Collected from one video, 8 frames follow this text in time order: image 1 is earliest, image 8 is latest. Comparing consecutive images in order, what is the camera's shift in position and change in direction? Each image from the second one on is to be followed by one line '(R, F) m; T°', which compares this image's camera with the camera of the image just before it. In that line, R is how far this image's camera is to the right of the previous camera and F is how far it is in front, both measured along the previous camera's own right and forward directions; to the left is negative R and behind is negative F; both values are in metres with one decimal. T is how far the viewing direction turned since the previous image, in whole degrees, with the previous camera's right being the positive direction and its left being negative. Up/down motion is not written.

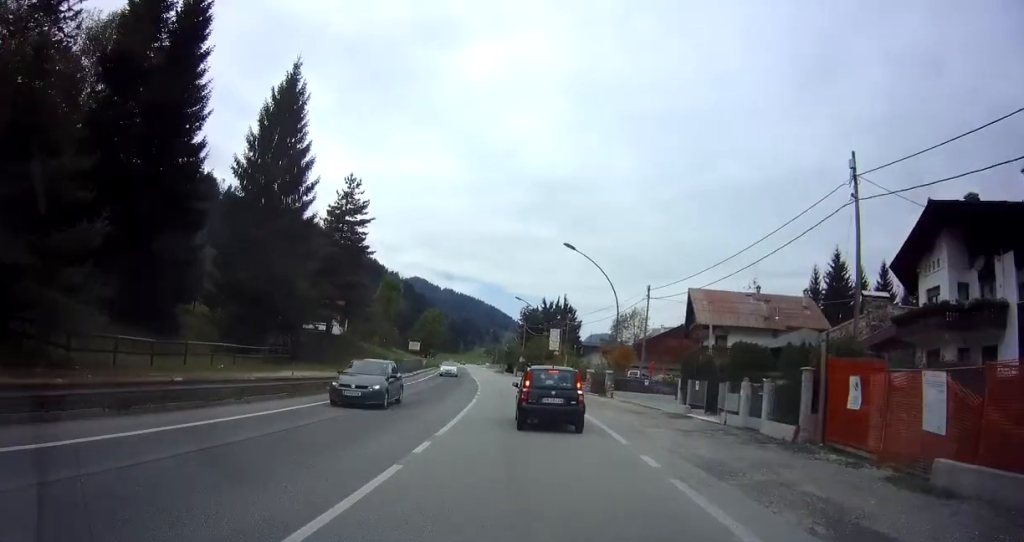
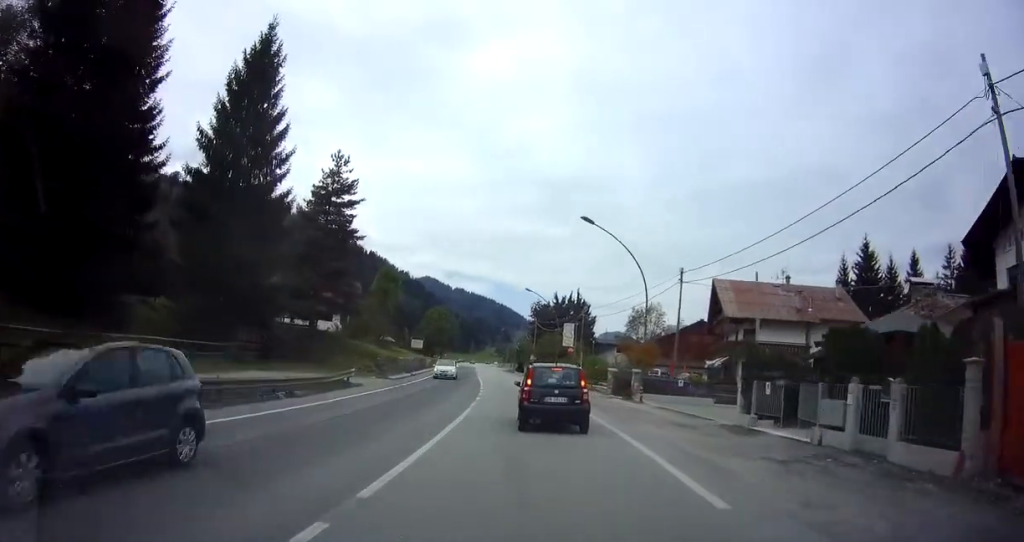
(0.0, +5.3) m; -1°
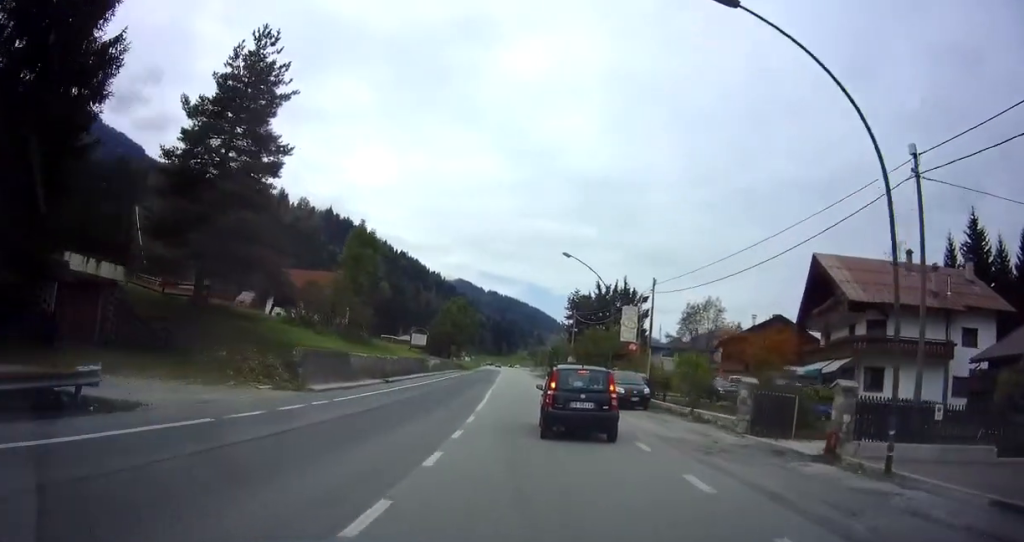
(-0.9, +17.8) m; -5°
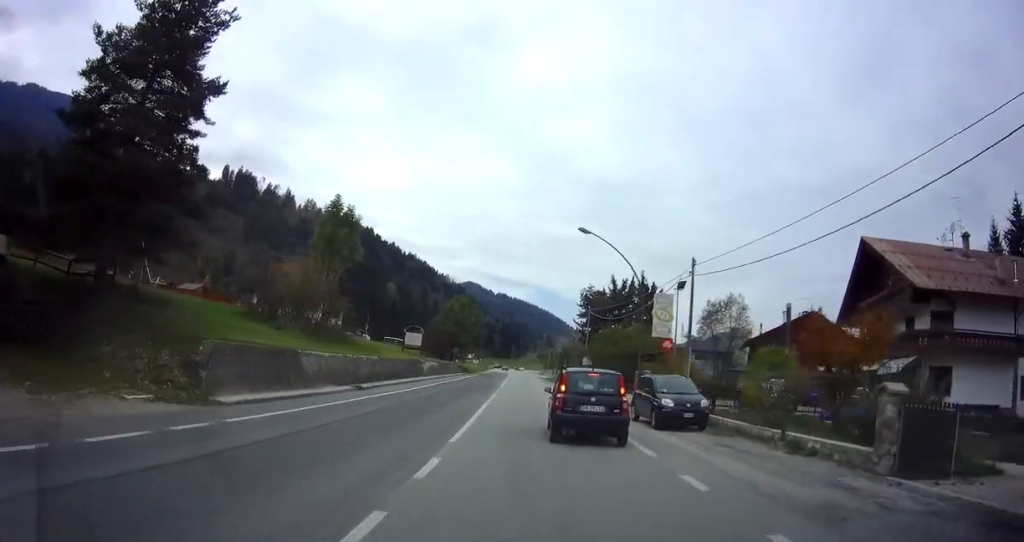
(-0.1, +7.1) m; -1°
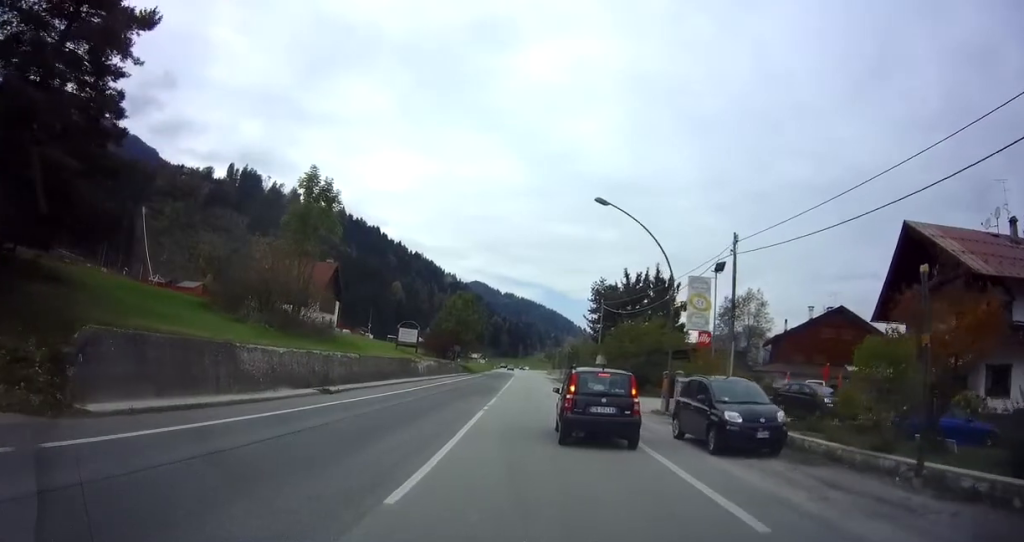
(0.0, +4.9) m; 0°
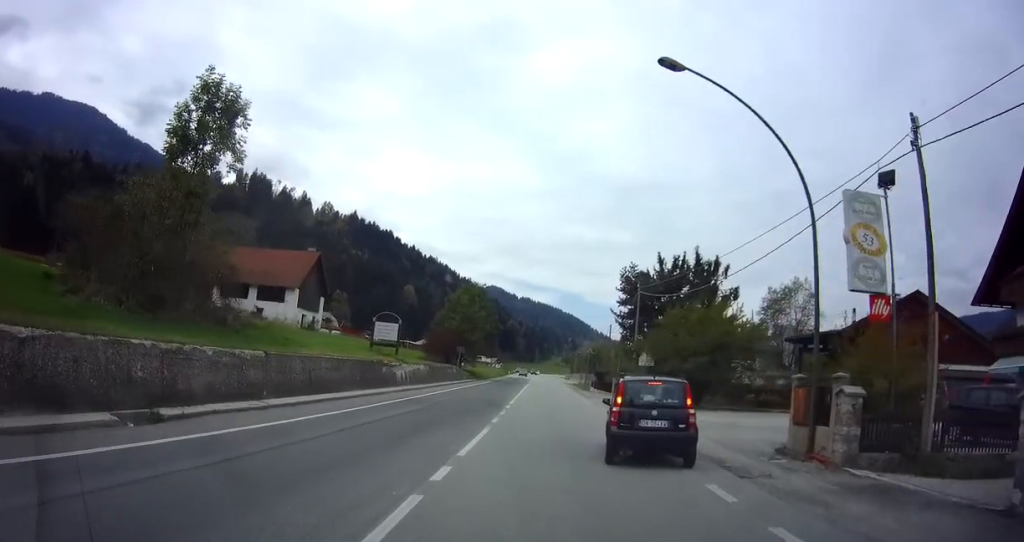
(+0.2, +11.1) m; -3°
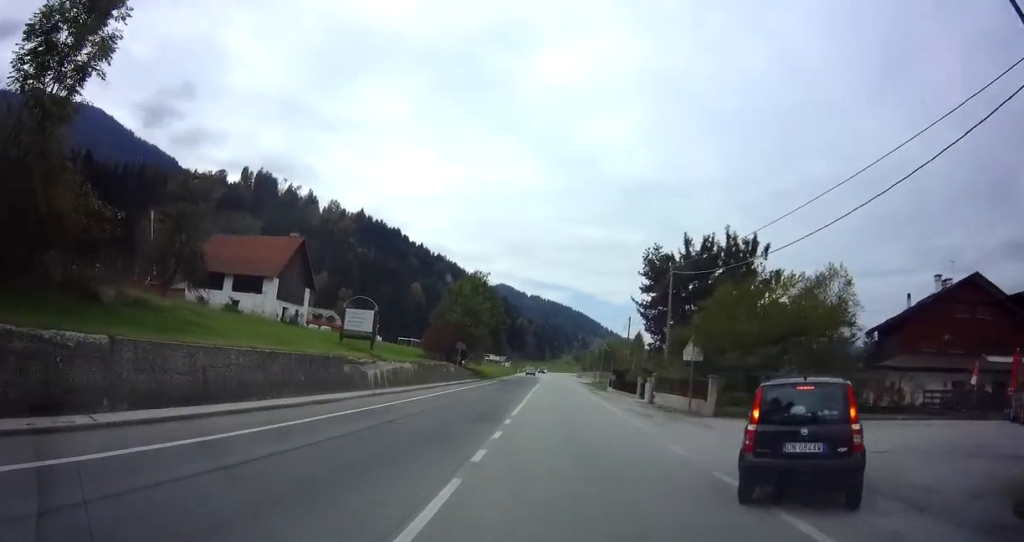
(-0.6, +6.8) m; -2°
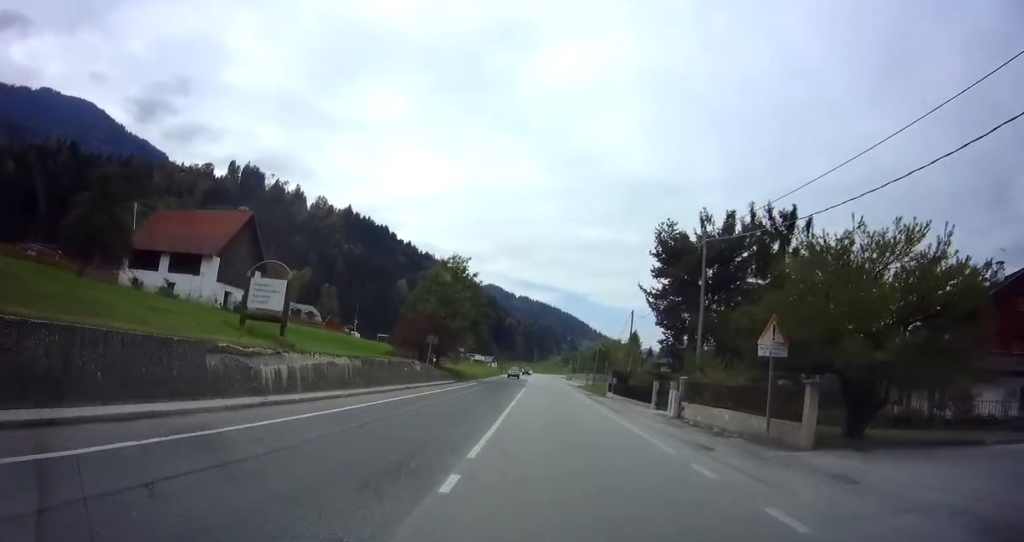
(+0.5, +8.0) m; +5°
